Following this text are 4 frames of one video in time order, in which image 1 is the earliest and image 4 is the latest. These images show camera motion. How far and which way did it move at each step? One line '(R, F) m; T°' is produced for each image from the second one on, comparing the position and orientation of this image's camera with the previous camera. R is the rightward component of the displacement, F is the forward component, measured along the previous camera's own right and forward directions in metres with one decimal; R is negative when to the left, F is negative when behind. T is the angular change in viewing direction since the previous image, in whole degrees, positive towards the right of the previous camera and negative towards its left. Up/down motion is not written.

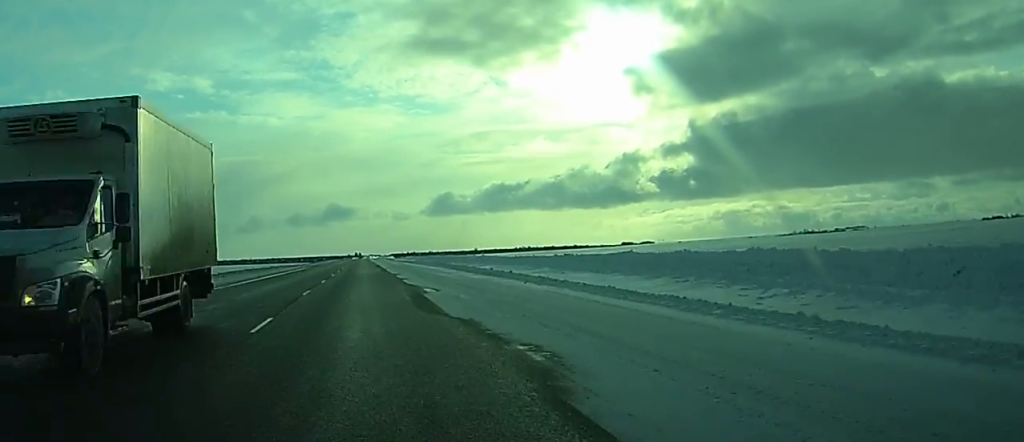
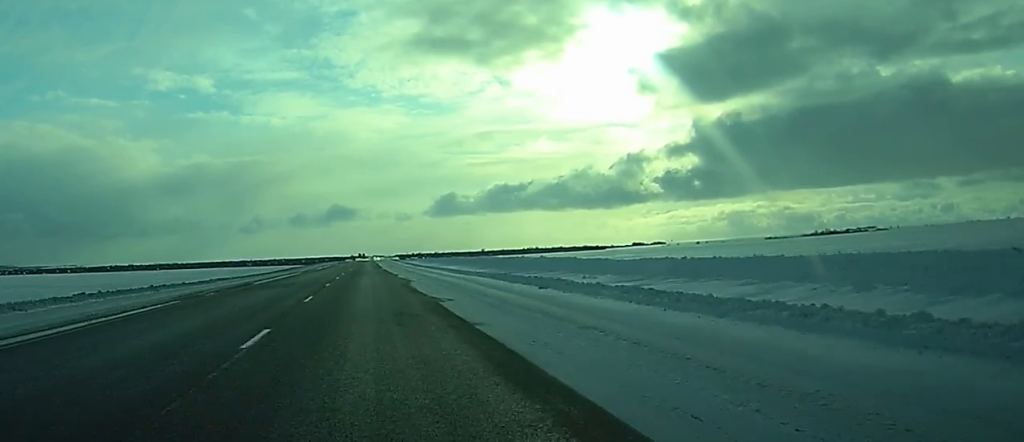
(-0.1, +74.4) m; 0°
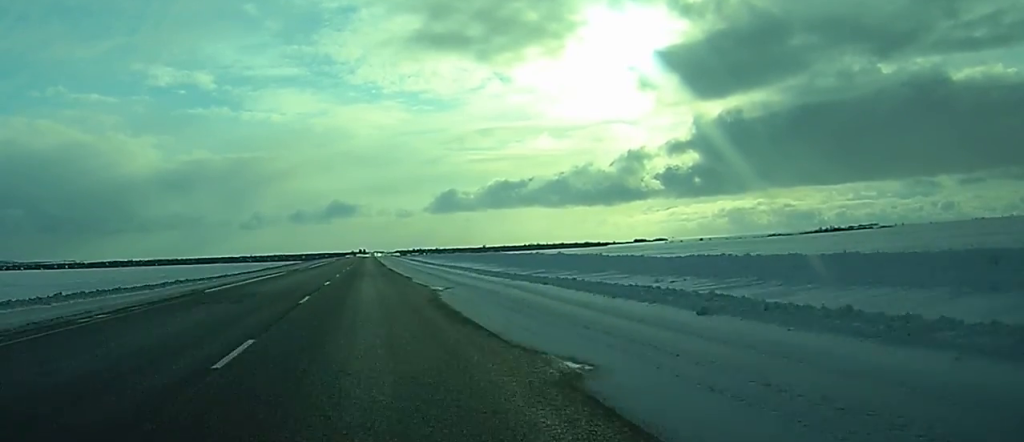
(0.0, +14.6) m; 0°
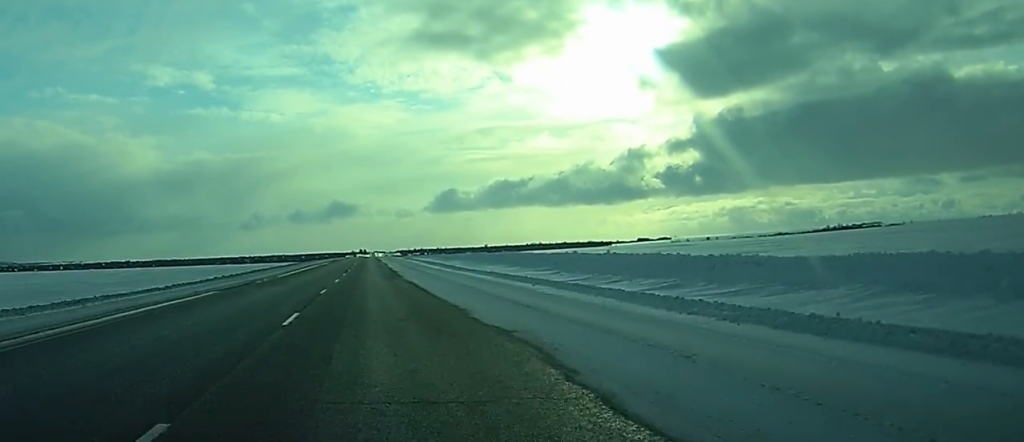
(-0.1, +30.2) m; 0°
